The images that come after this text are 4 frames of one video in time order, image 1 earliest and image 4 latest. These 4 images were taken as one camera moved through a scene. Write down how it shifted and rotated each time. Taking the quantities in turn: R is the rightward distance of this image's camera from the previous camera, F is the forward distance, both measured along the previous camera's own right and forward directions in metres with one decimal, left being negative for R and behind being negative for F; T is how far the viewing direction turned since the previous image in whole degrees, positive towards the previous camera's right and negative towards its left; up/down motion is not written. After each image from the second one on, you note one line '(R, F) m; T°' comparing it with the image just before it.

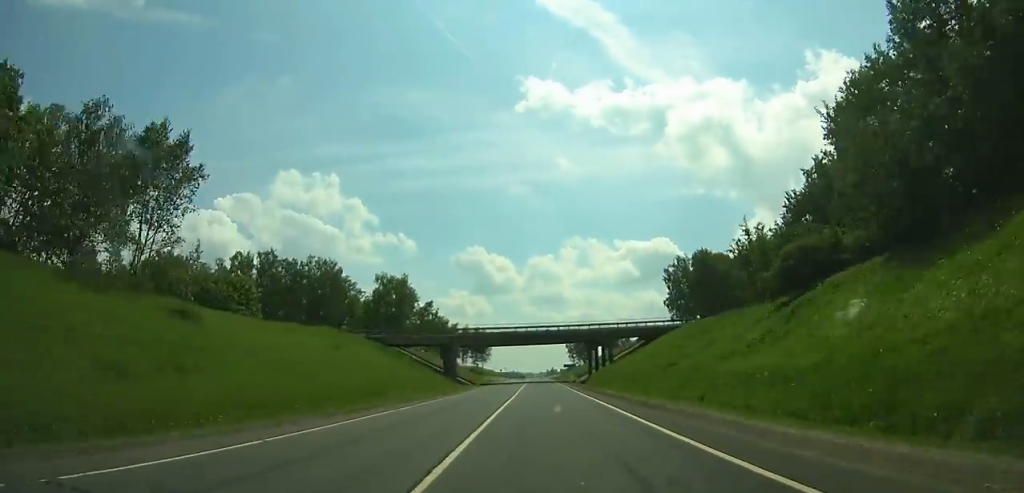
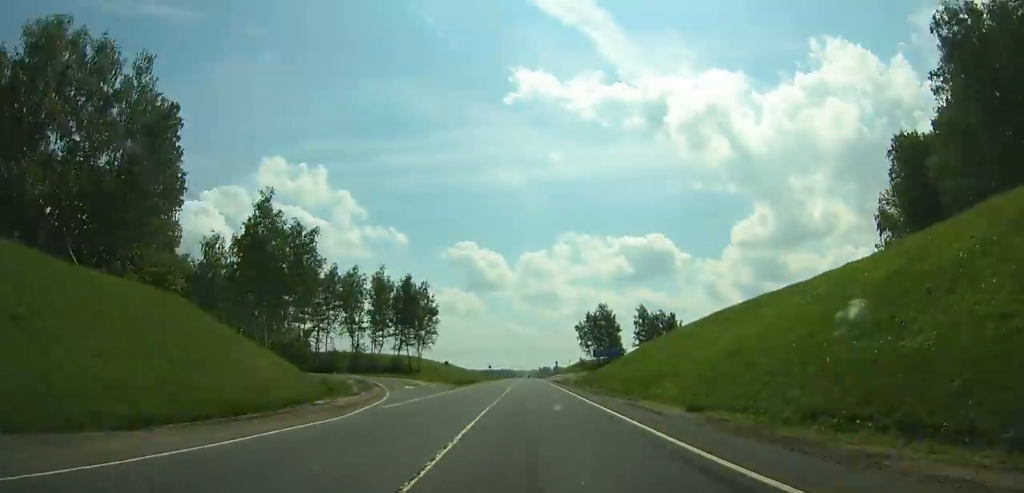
(+0.7, +105.1) m; +1°
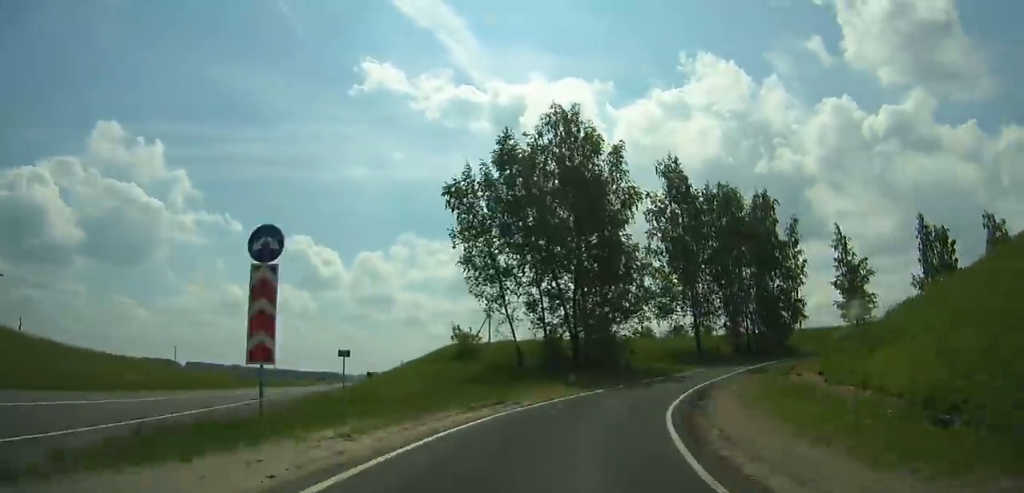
(+8.3, +130.0) m; +21°
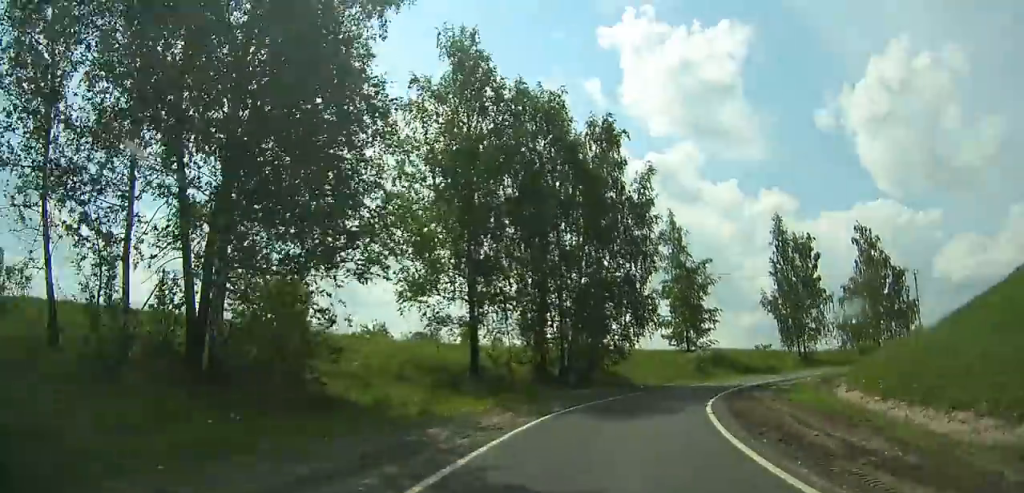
(+3.4, +28.8) m; +20°
